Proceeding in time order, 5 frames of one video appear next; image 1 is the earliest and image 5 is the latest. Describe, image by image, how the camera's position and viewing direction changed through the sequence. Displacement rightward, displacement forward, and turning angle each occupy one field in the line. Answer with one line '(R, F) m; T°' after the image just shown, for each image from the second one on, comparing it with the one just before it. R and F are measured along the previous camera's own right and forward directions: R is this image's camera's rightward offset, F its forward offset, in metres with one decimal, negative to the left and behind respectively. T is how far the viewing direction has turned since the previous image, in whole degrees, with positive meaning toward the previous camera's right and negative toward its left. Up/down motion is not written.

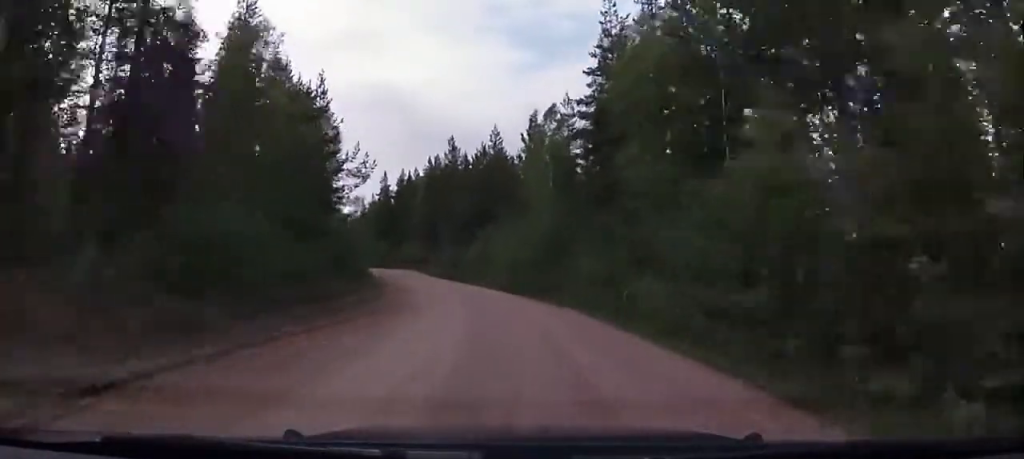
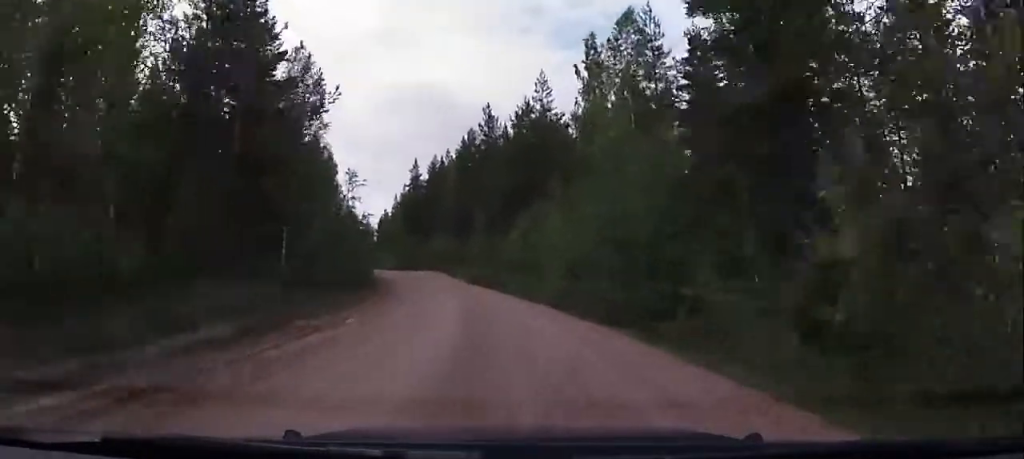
(-0.8, +19.5) m; -4°
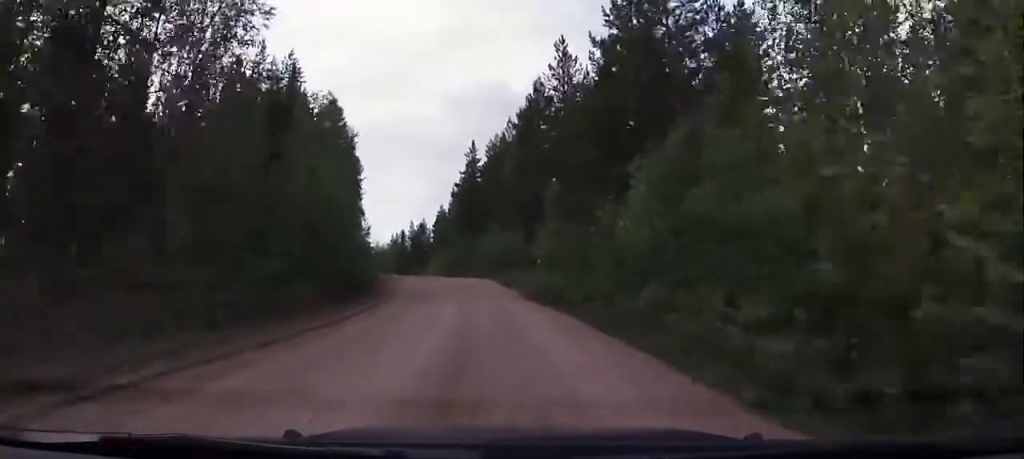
(-0.8, +23.3) m; -4°
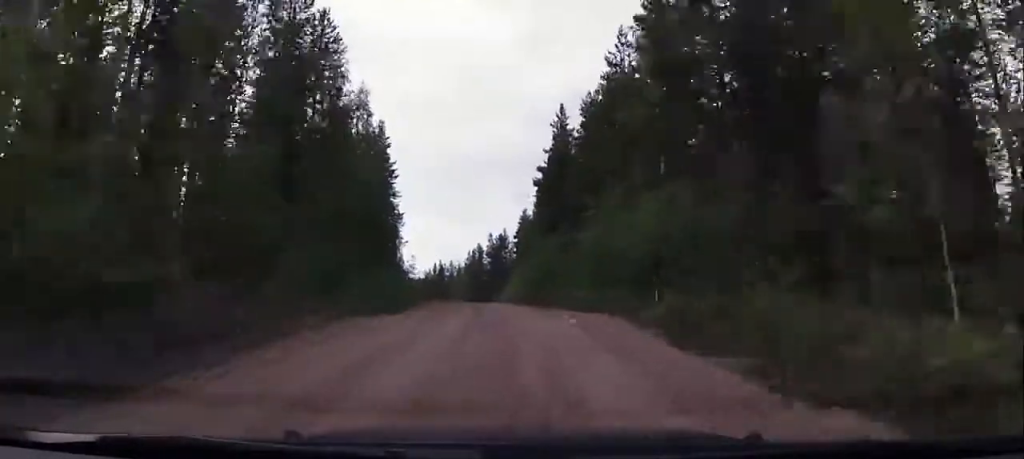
(-2.4, +31.6) m; -10°
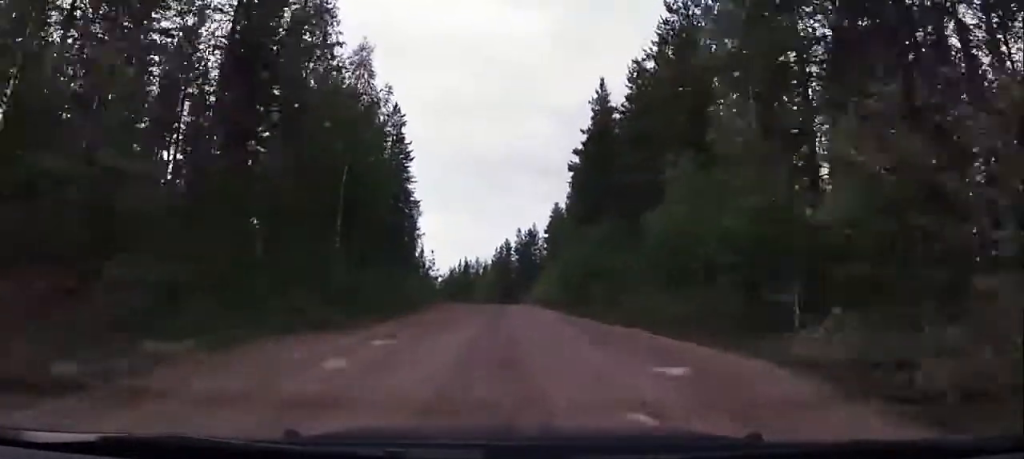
(-0.4, +9.4) m; -3°
